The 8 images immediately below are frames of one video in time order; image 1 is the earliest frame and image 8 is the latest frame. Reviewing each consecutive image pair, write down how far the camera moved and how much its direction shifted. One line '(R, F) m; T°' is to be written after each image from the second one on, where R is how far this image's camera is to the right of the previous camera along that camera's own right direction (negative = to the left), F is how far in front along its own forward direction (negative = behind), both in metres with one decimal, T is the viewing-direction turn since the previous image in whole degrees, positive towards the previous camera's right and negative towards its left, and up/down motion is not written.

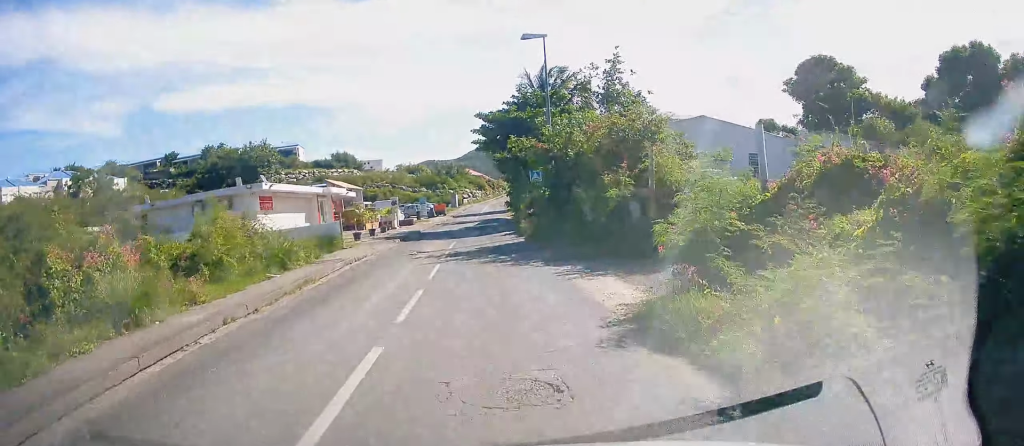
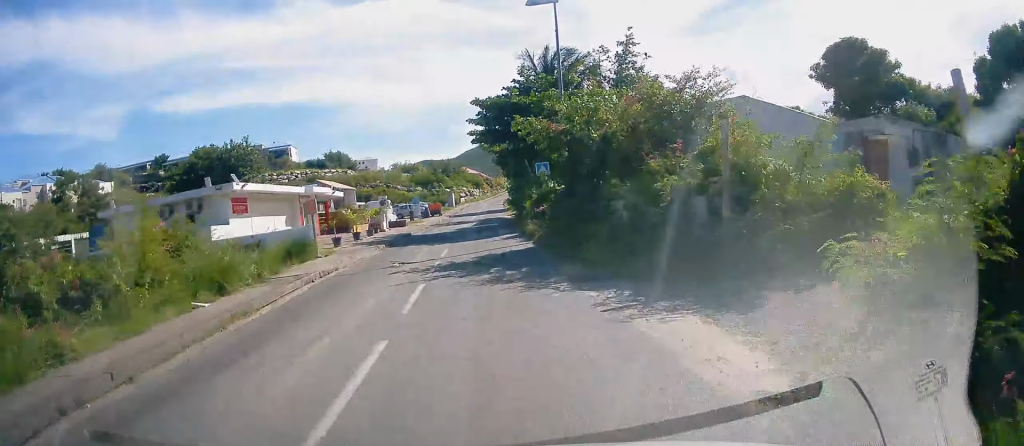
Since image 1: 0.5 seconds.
(0.0, +4.2) m; 0°
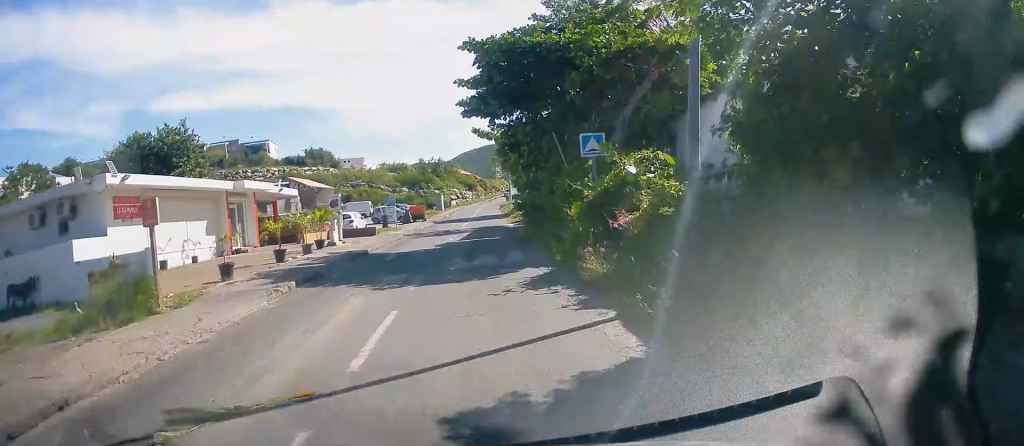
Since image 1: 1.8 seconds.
(+0.2, +11.5) m; +2°
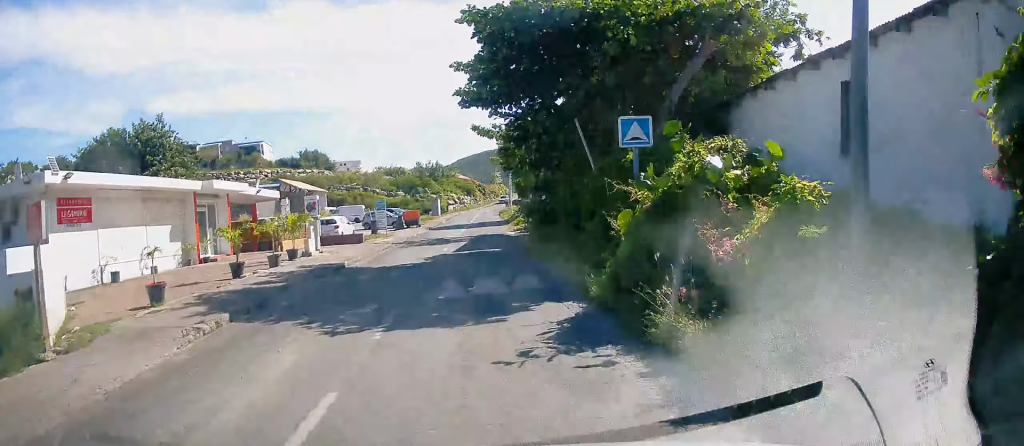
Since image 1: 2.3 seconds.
(+0.1, +3.7) m; +1°
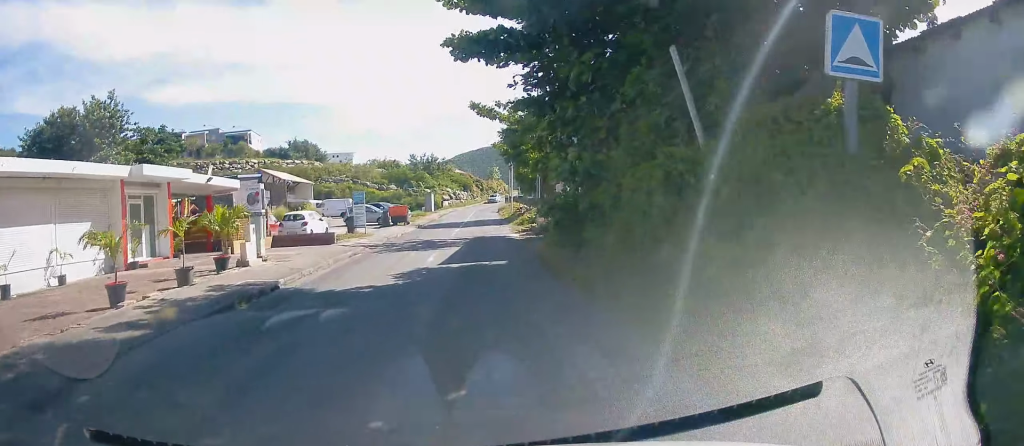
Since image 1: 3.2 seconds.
(0.0, +5.9) m; -1°
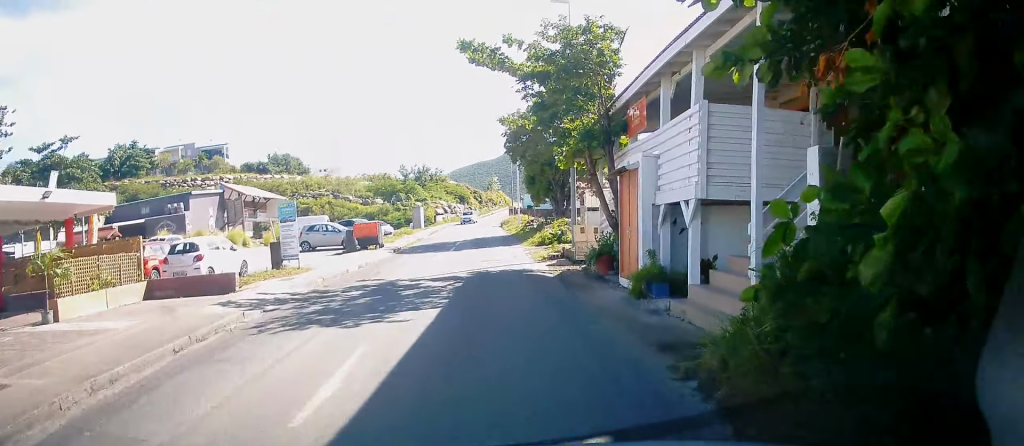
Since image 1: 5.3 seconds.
(+0.1, +12.0) m; +1°
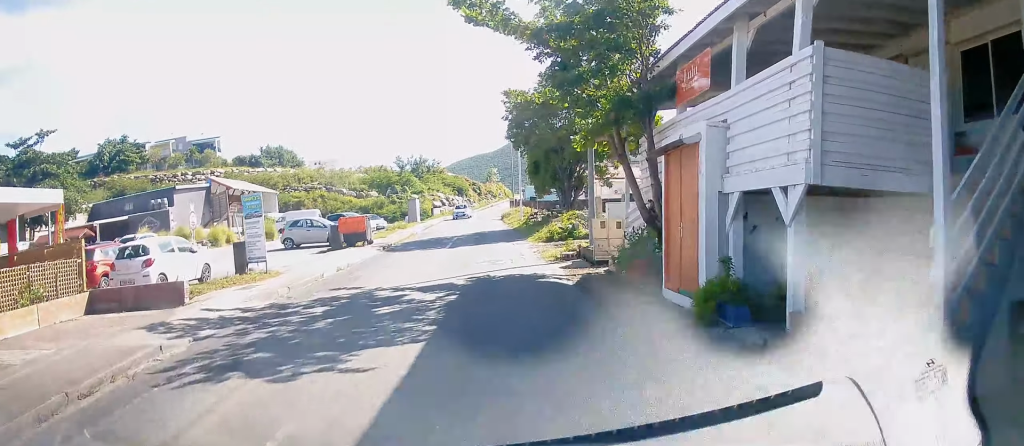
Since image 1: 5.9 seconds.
(-0.1, +3.0) m; 0°
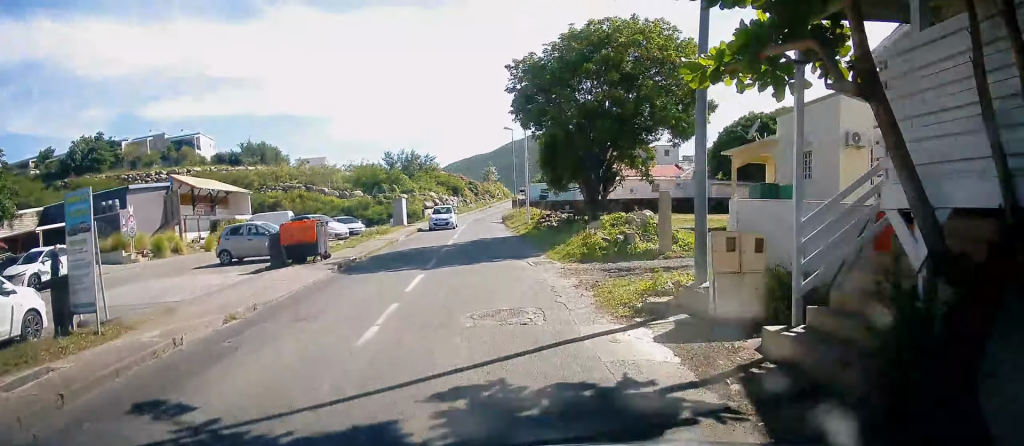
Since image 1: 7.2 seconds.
(+0.1, +7.4) m; -2°
